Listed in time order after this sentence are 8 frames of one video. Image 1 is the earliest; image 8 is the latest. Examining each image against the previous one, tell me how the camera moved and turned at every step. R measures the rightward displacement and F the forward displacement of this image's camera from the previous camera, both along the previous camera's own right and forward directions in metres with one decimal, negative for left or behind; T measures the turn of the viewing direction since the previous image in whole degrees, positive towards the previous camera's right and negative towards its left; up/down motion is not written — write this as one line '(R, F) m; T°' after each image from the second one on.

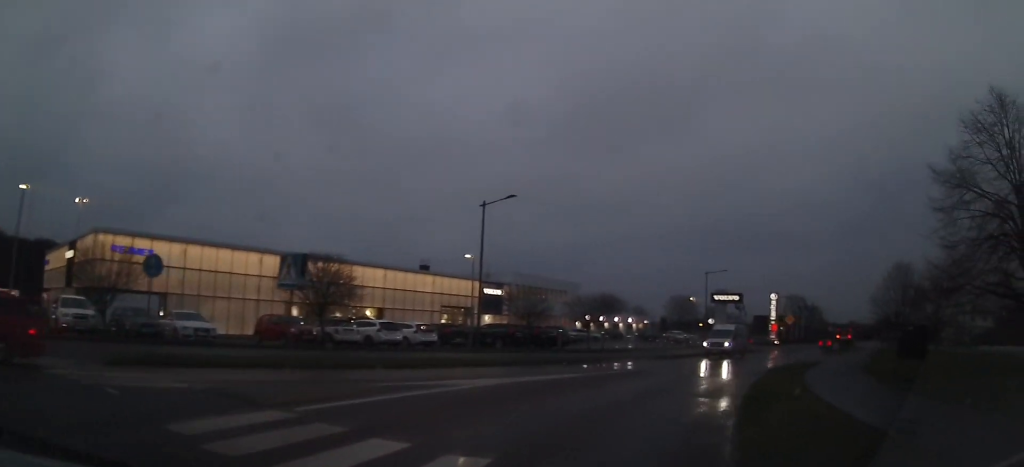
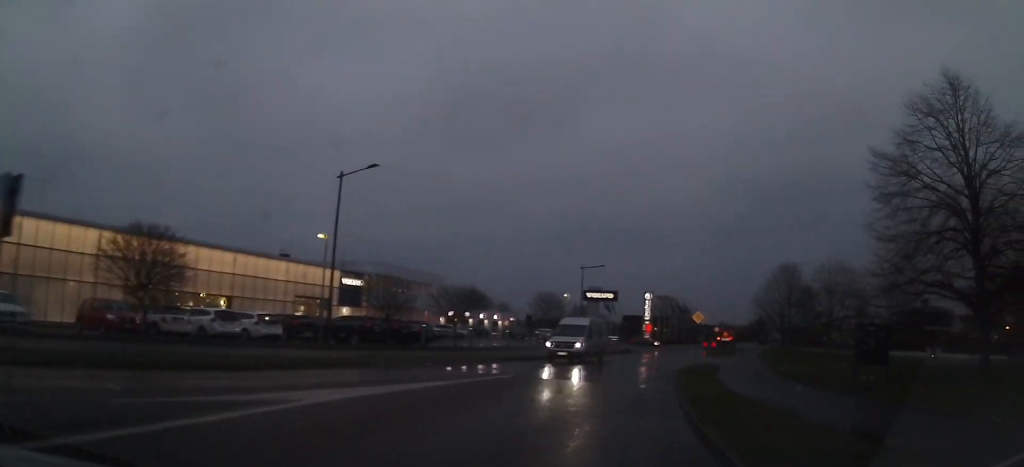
(+0.1, +3.5) m; +2°
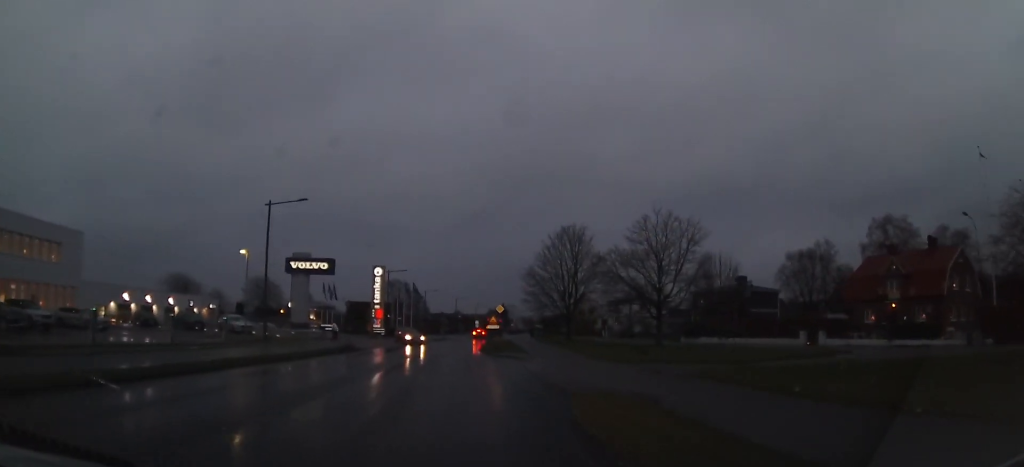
(+3.0, +14.2) m; +34°
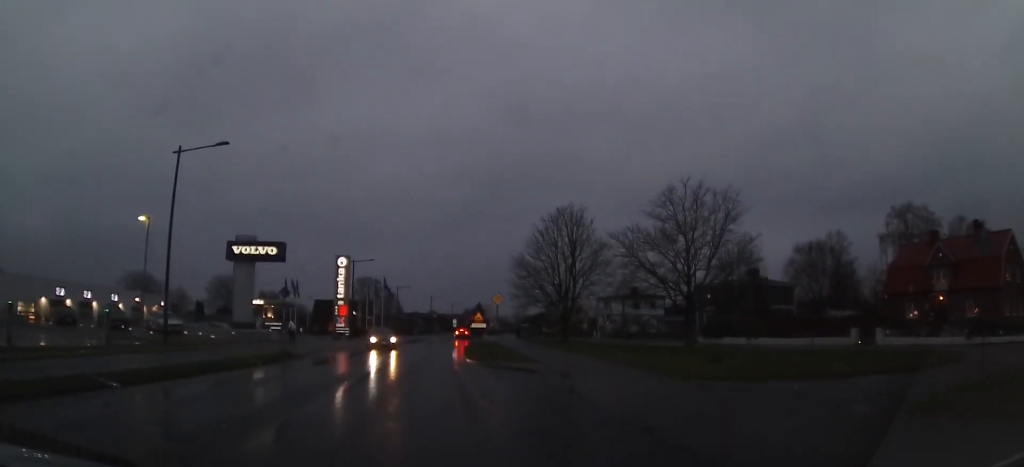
(+0.5, +6.6) m; +6°
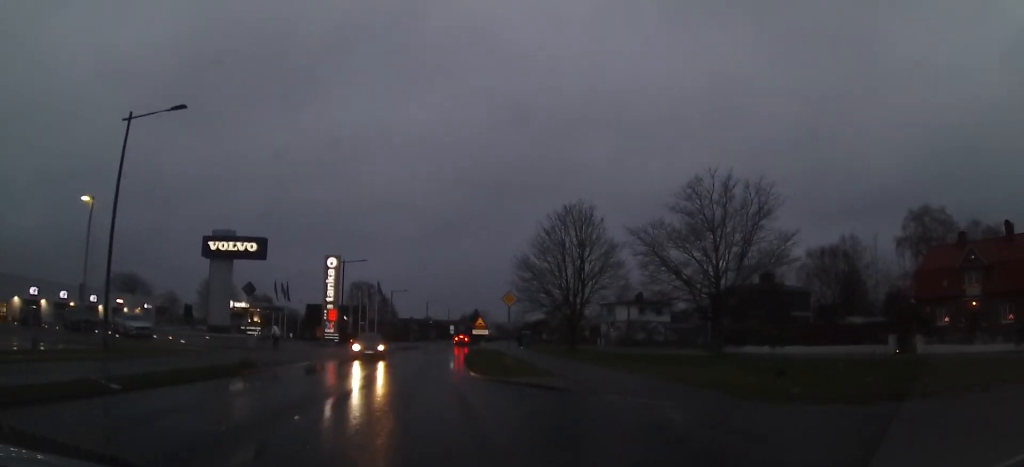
(+0.1, +3.4) m; +2°
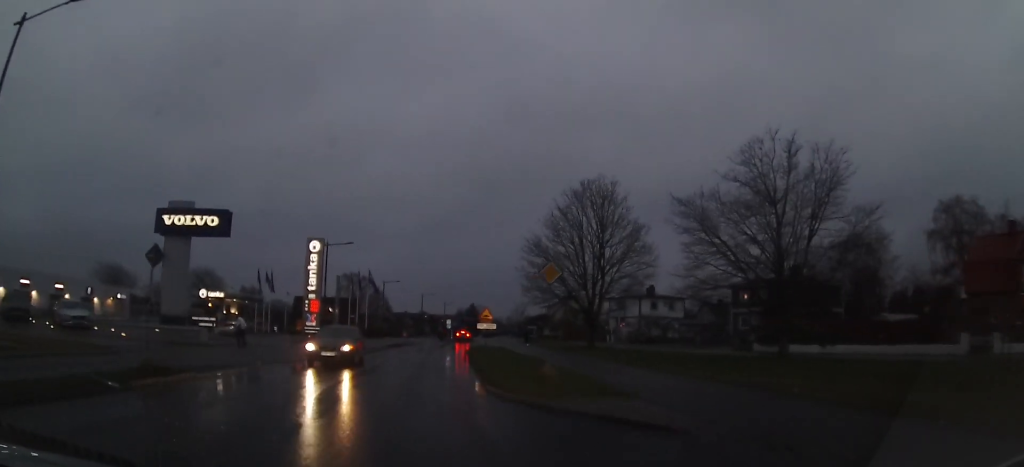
(+0.1, +5.6) m; +2°
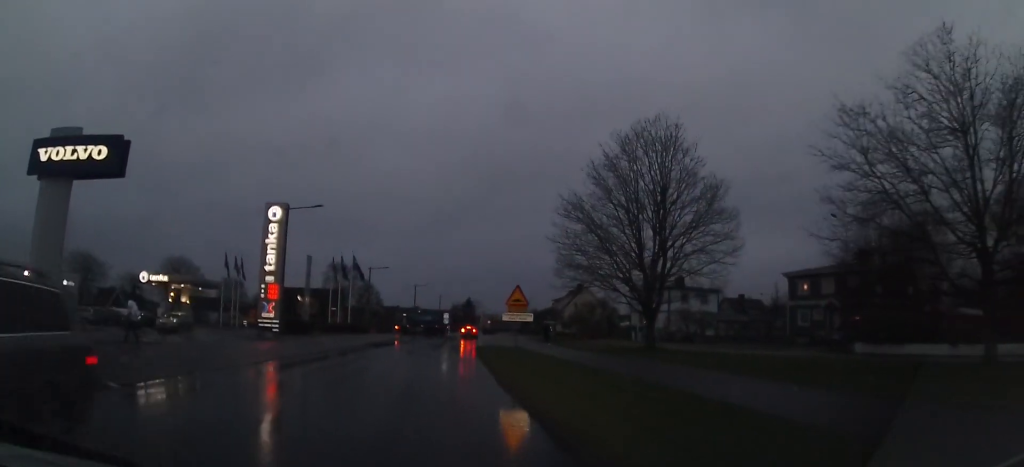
(+0.3, +11.5) m; +2°
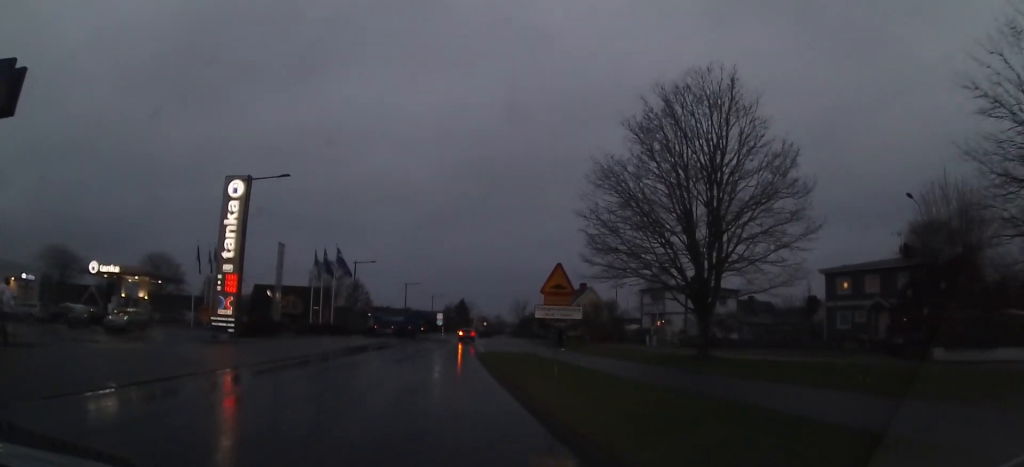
(+0.1, +7.2) m; +1°
